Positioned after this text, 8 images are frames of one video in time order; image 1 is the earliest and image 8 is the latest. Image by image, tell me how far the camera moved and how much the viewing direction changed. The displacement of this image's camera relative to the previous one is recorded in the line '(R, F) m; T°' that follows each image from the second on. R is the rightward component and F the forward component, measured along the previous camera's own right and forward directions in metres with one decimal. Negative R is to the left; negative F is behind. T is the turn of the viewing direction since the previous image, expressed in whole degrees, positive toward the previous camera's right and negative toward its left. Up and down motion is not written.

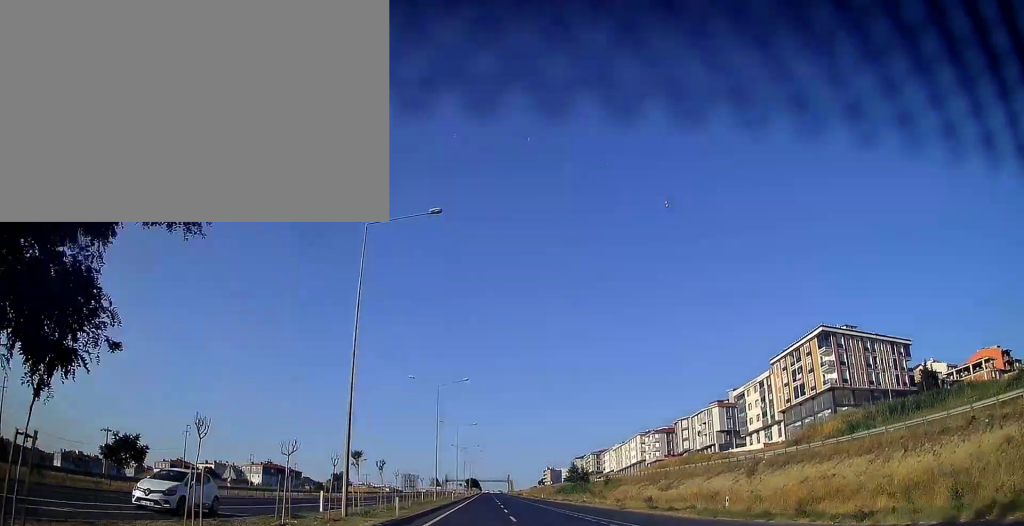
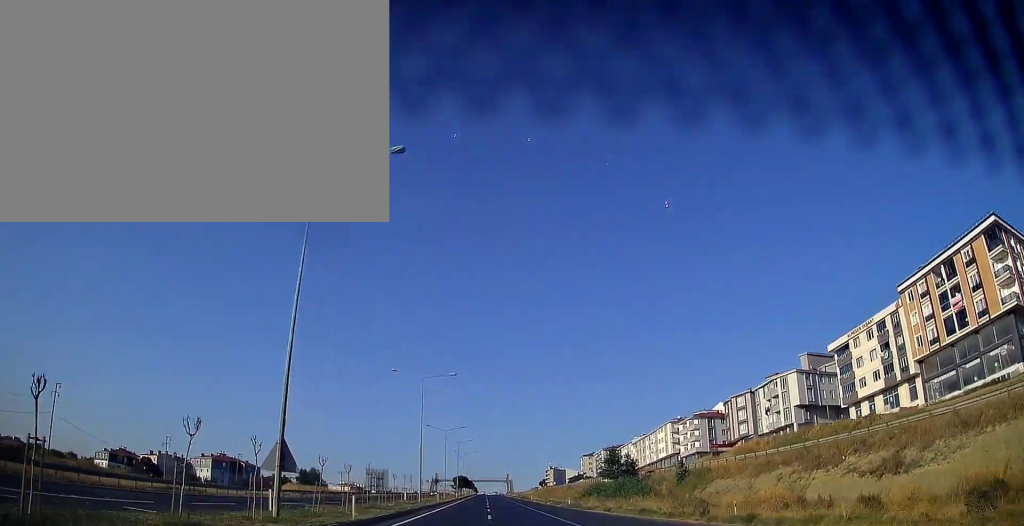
(-0.1, +43.8) m; 0°
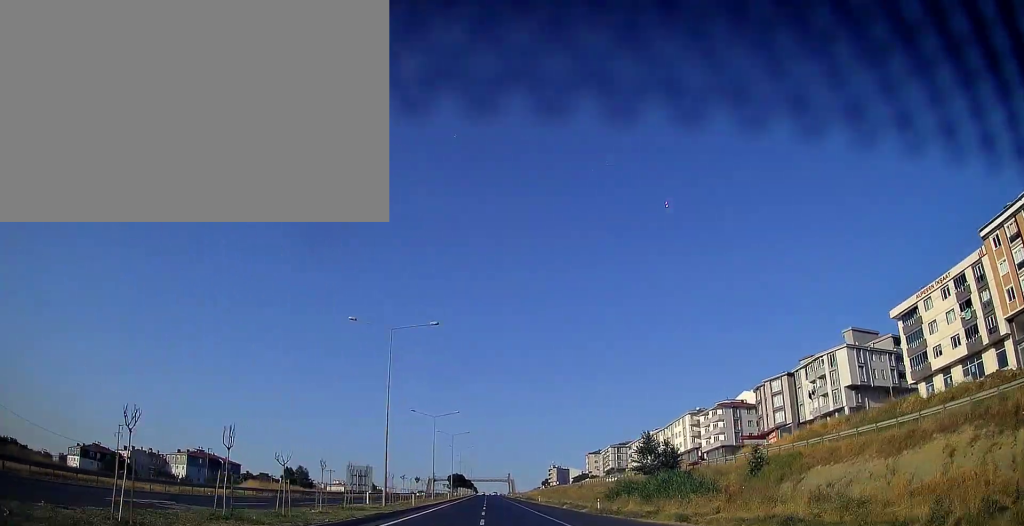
(+0.1, +17.9) m; 0°
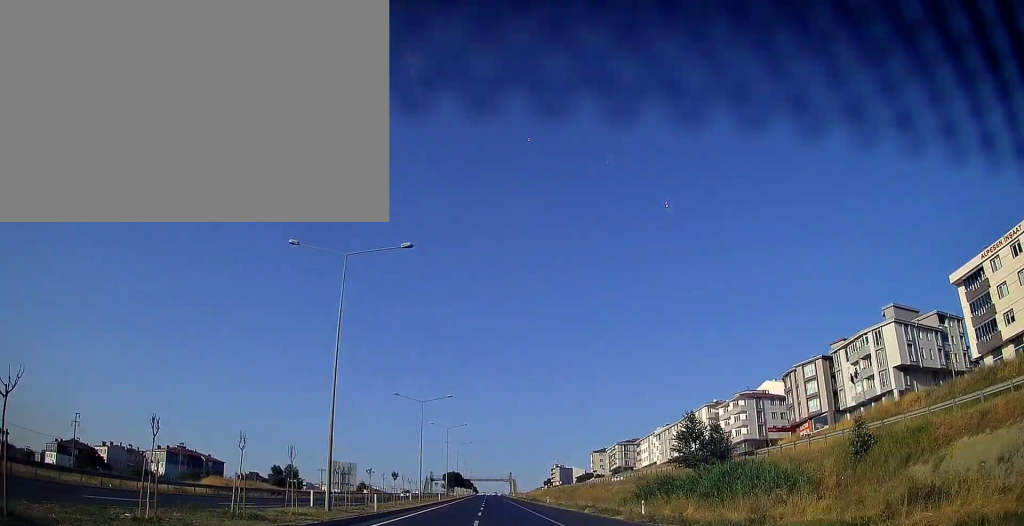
(+0.1, +13.4) m; 0°
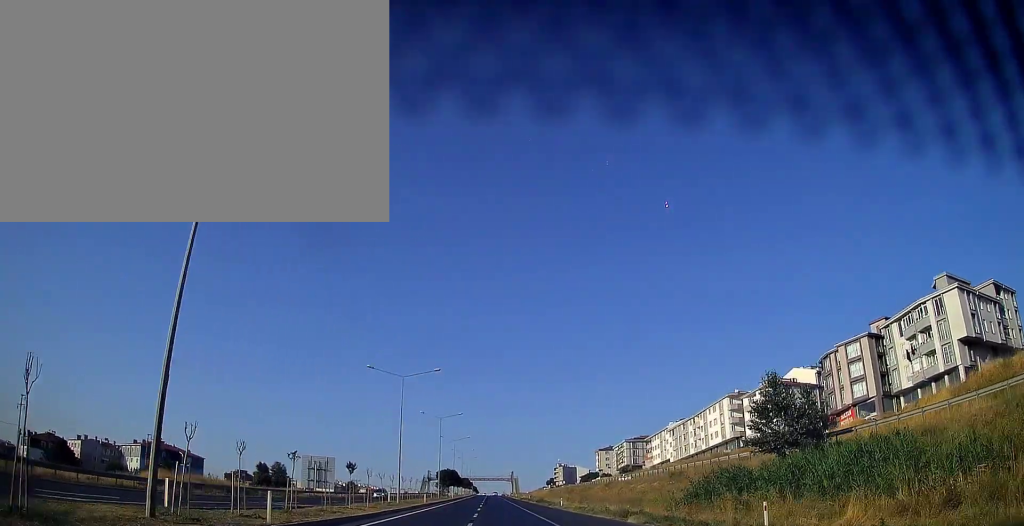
(-0.1, +14.2) m; 0°
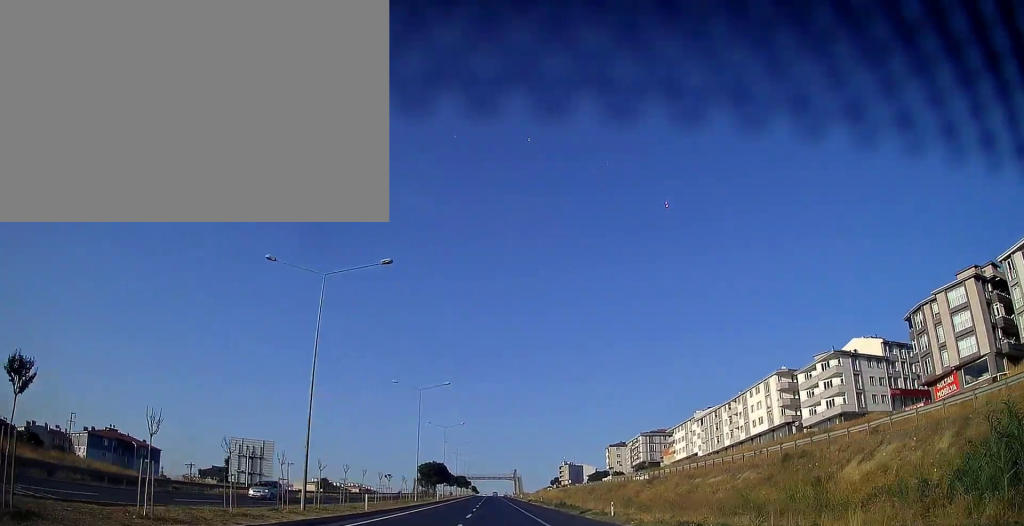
(-0.1, +23.9) m; 0°
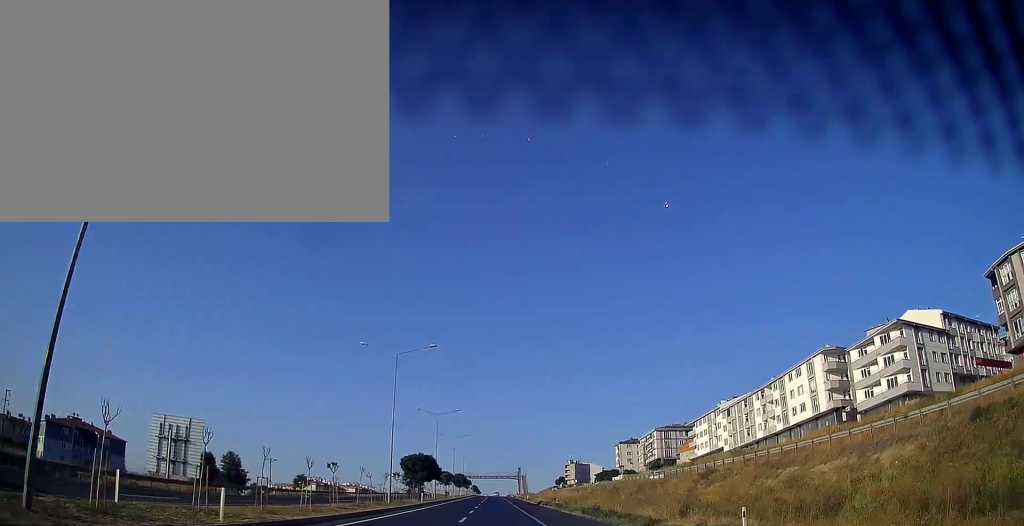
(+0.2, +17.7) m; 0°
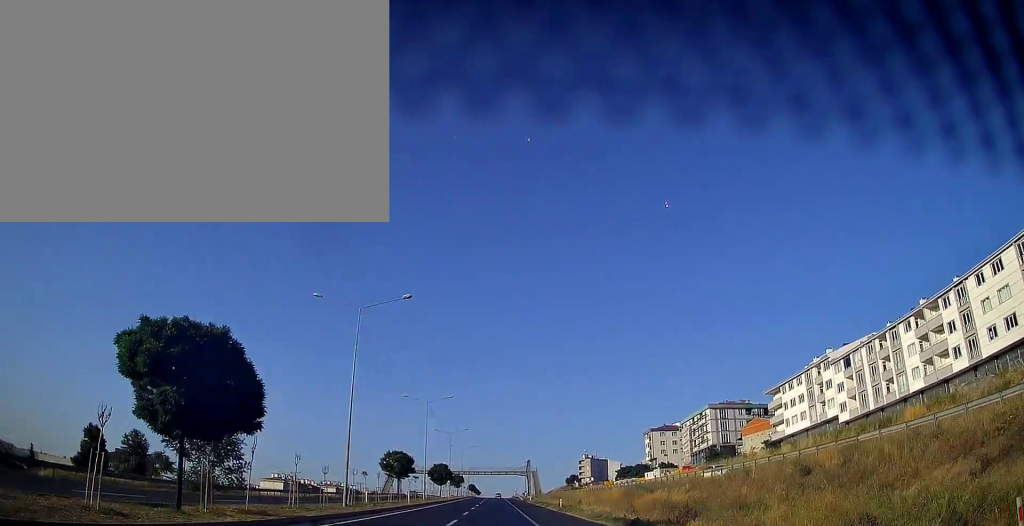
(-0.6, +50.4) m; -1°
